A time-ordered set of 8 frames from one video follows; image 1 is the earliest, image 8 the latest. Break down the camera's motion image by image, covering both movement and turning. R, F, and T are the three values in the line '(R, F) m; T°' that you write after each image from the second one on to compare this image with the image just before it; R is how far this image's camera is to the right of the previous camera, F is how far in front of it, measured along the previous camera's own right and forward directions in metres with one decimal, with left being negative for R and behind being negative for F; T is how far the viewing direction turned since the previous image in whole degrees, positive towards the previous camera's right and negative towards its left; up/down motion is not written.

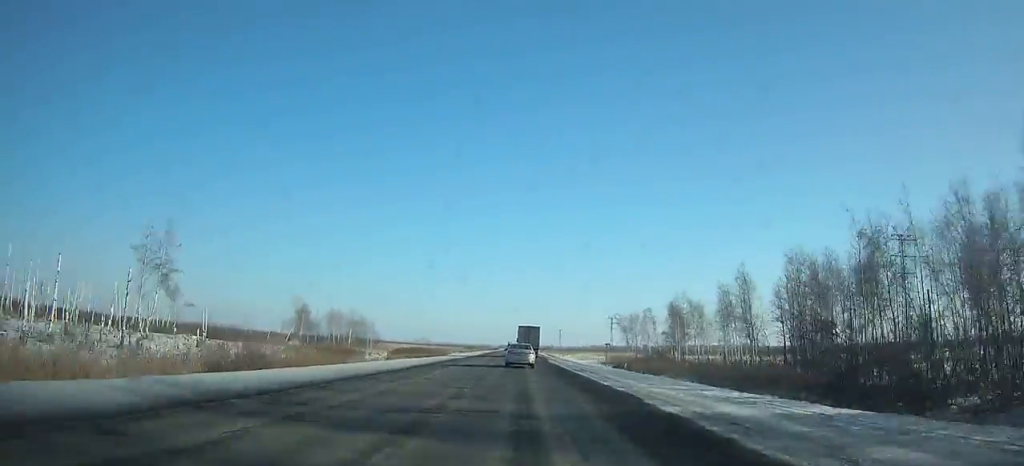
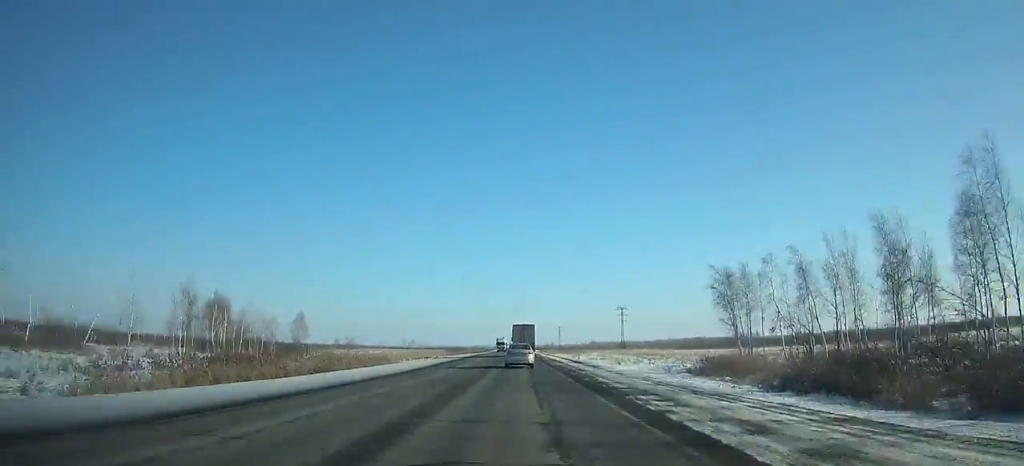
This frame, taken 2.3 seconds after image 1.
(0.0, +51.4) m; 0°
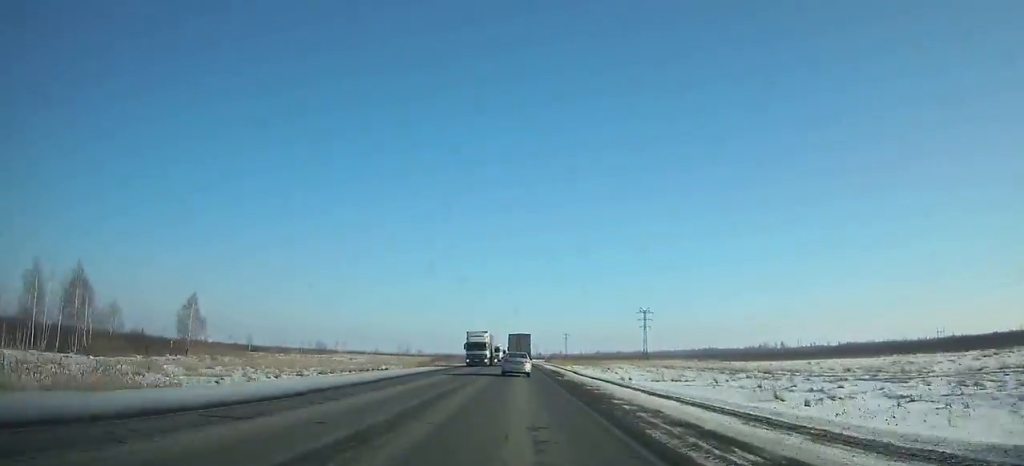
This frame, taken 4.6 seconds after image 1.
(+0.1, +51.4) m; 0°
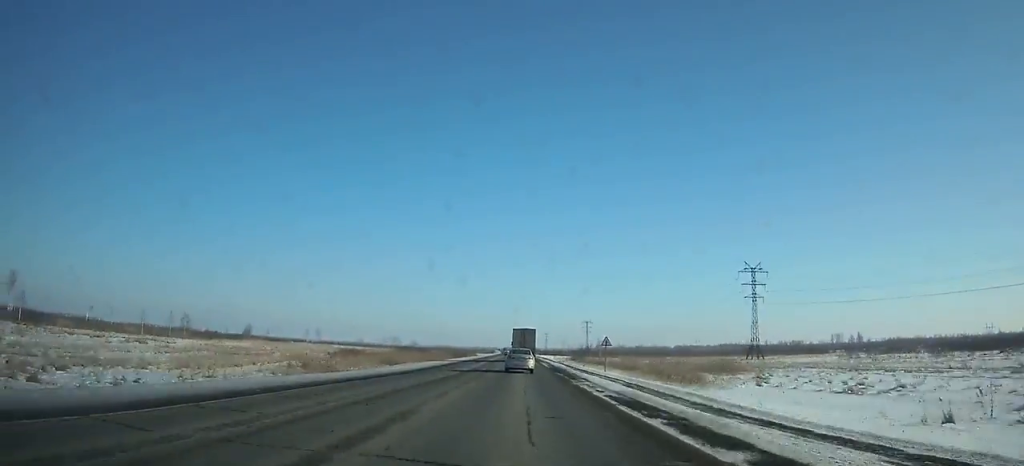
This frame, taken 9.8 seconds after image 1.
(-0.5, +117.6) m; 0°
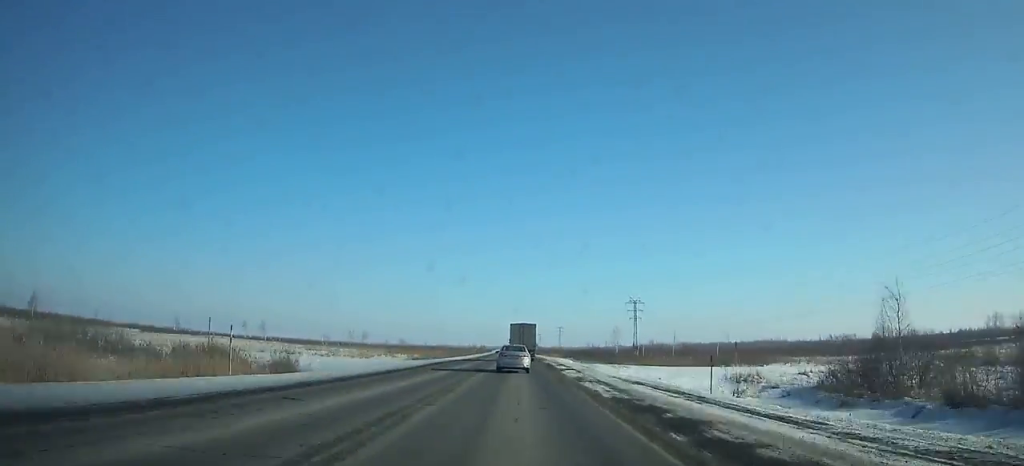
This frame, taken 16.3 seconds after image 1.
(-0.3, +149.7) m; -1°
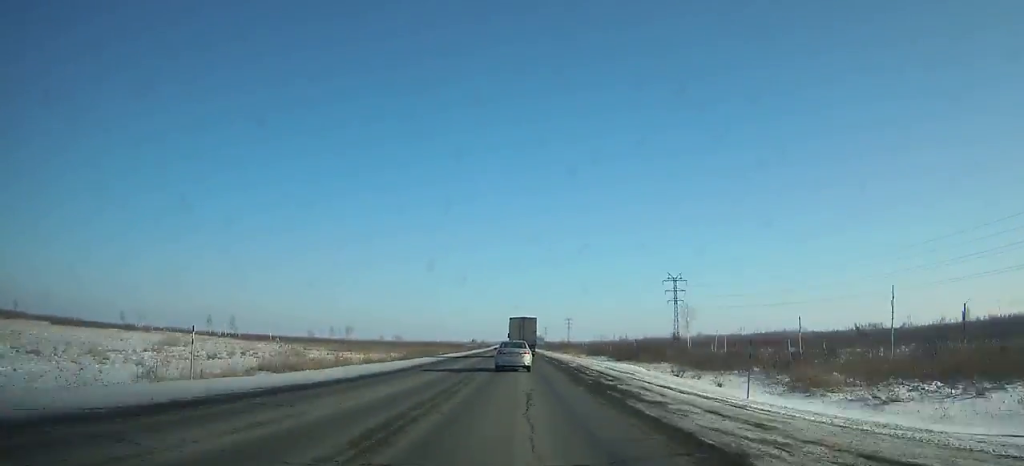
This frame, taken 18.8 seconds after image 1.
(-0.3, +57.6) m; 0°
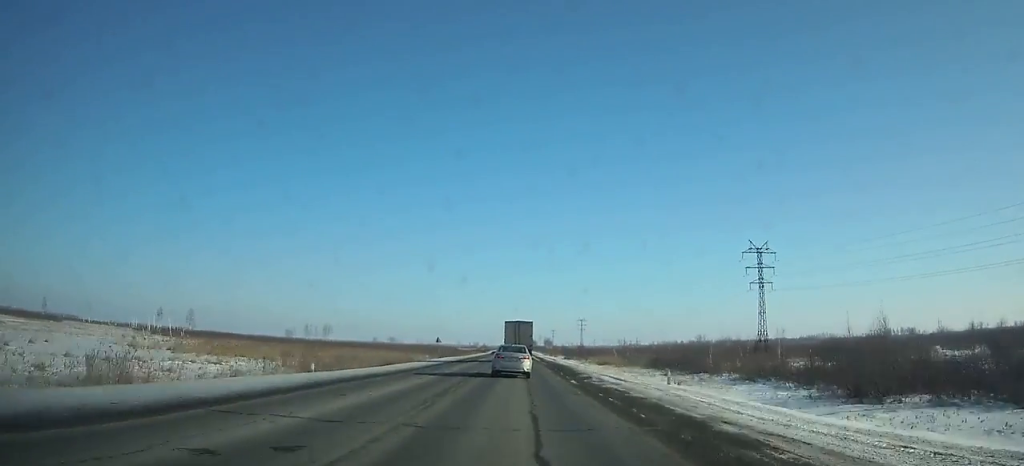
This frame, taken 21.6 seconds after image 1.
(-0.3, +64.1) m; 0°
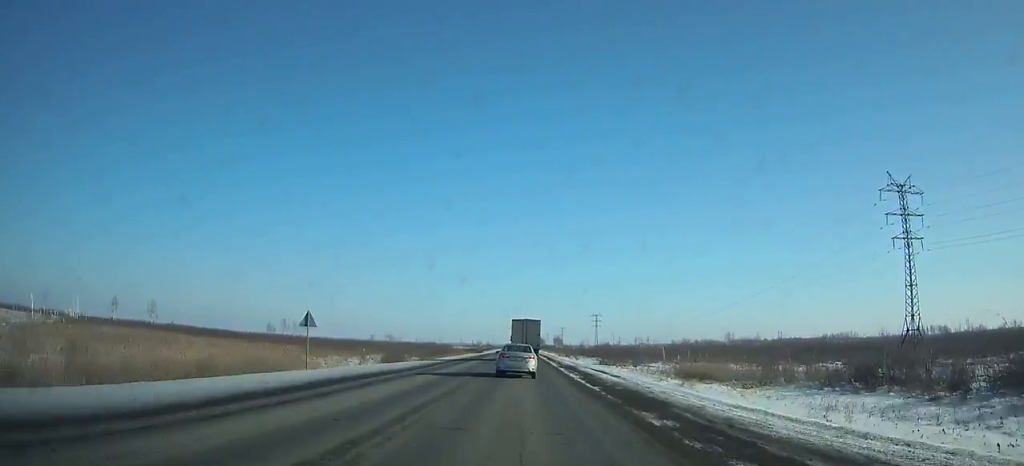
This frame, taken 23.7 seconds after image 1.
(-0.2, +47.5) m; 0°
